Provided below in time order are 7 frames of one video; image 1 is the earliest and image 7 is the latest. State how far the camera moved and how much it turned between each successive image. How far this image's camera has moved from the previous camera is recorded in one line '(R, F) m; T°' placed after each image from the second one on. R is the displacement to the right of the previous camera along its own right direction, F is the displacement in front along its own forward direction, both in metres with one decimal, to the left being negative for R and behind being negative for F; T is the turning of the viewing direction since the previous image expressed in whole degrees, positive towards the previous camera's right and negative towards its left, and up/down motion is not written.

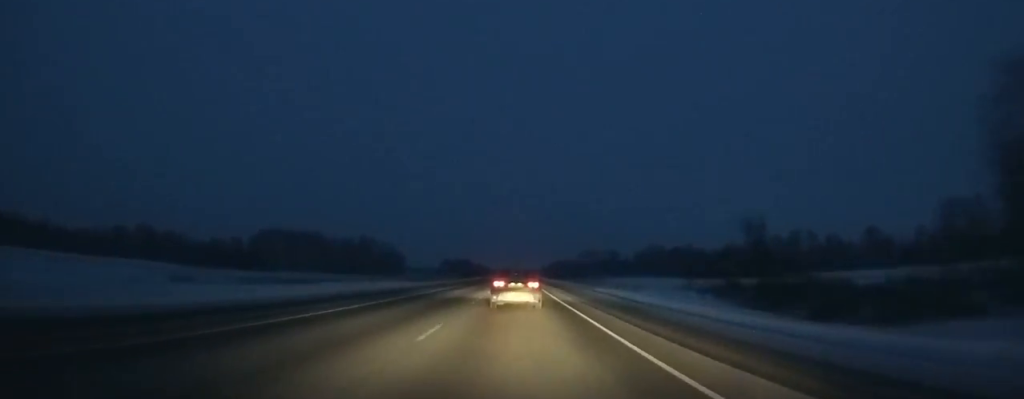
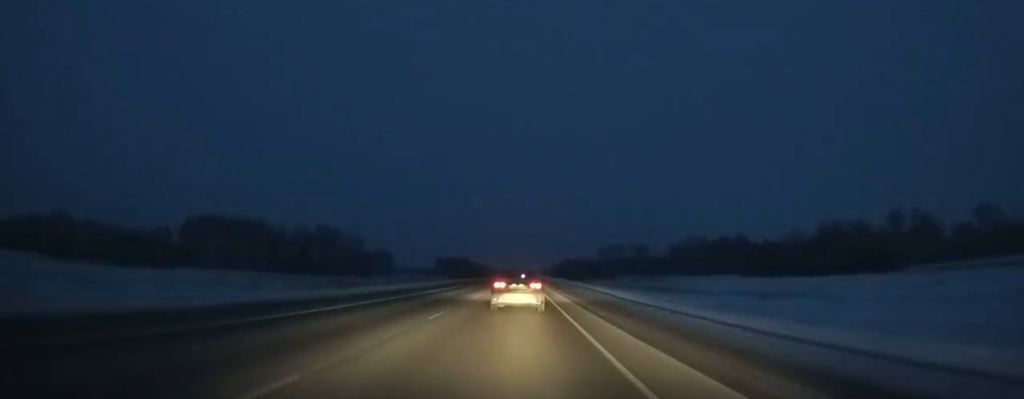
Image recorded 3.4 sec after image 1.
(-0.3, +90.5) m; 0°
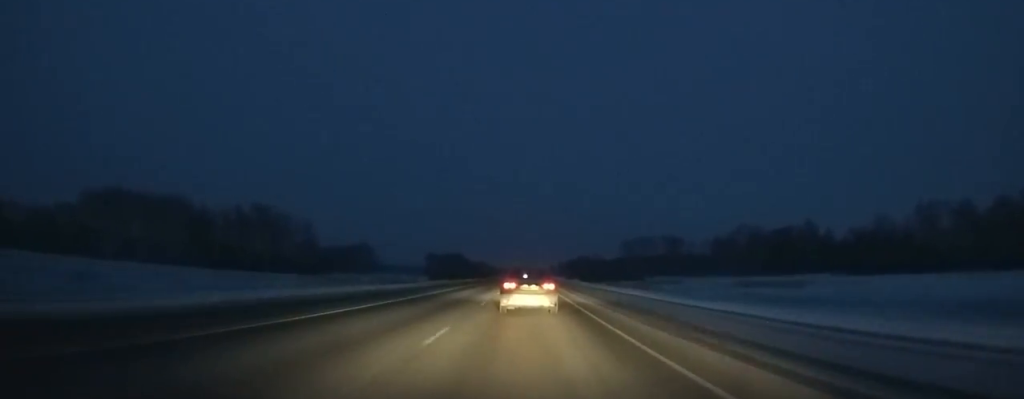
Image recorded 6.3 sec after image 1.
(-0.4, +77.2) m; 0°
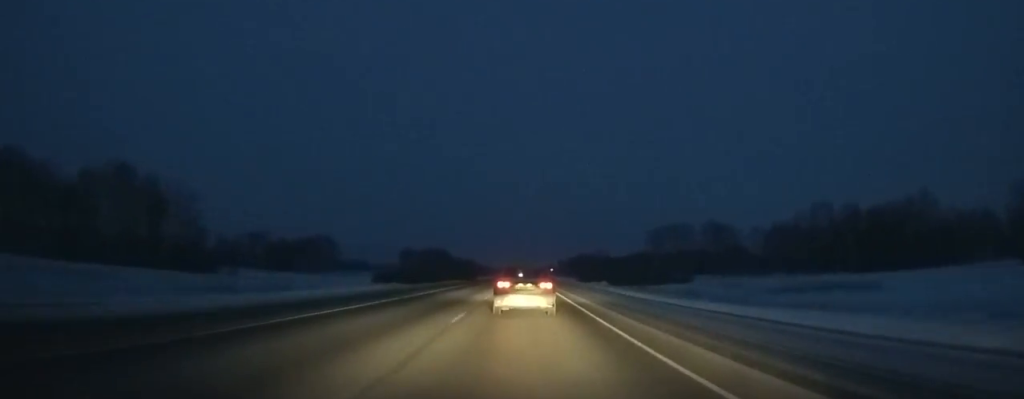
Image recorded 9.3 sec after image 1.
(+0.2, +79.6) m; 0°
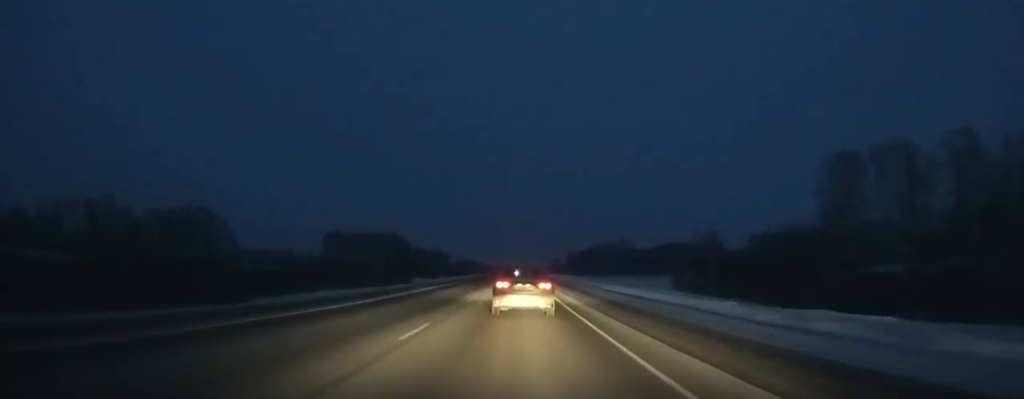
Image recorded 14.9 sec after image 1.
(+0.9, +147.6) m; 0°
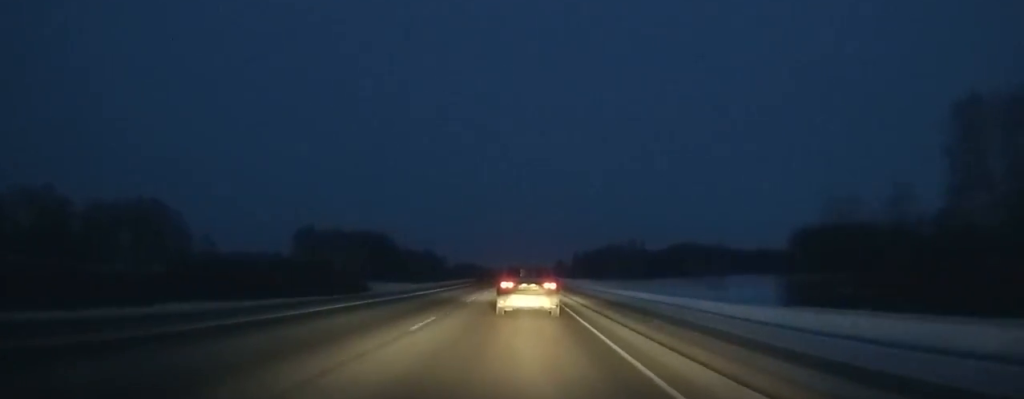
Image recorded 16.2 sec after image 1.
(-0.2, +34.1) m; 0°
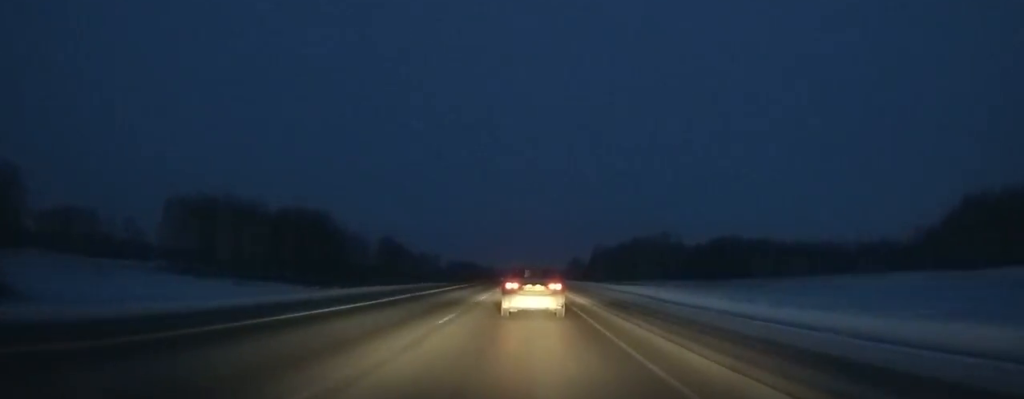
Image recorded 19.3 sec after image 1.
(-0.3, +81.1) m; 0°
